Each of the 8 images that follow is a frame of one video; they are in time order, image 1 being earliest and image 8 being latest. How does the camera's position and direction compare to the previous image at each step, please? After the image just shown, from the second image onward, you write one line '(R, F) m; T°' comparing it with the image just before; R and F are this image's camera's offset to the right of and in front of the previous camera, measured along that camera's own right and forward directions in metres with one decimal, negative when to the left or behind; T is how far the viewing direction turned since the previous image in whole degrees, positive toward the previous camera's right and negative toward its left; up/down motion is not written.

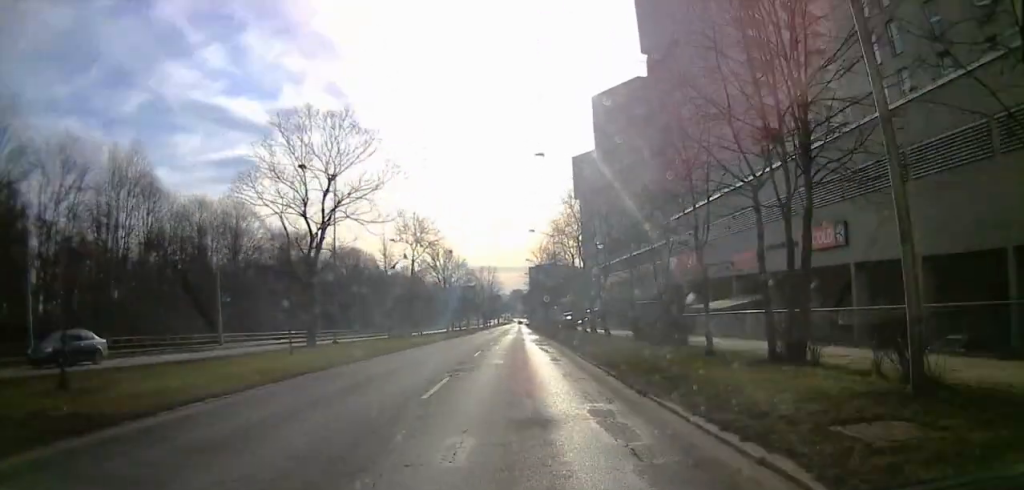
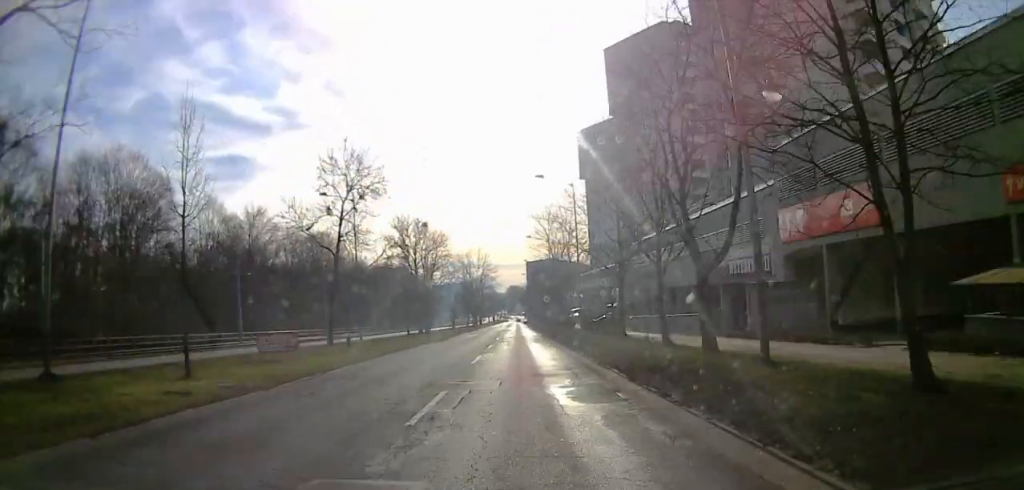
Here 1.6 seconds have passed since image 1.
(0.0, +27.0) m; 0°
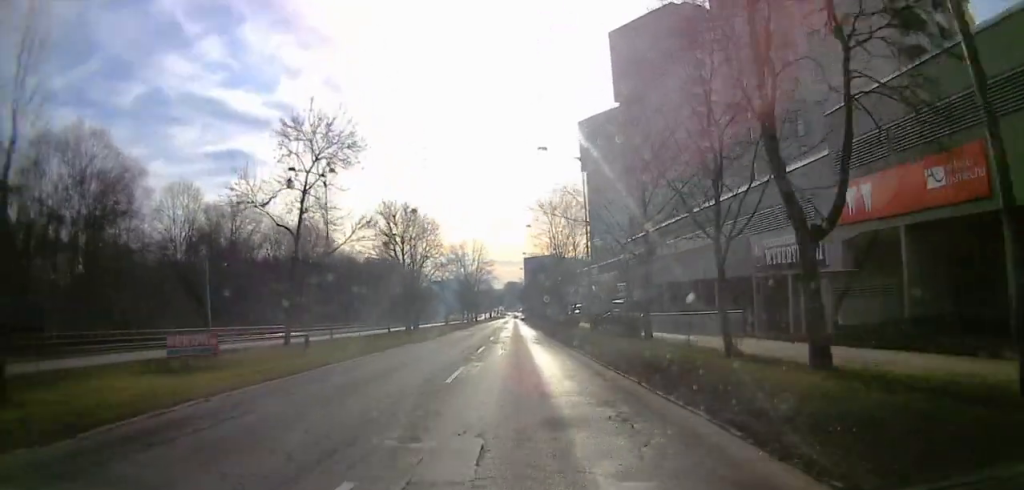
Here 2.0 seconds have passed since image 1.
(0.0, +7.0) m; -1°
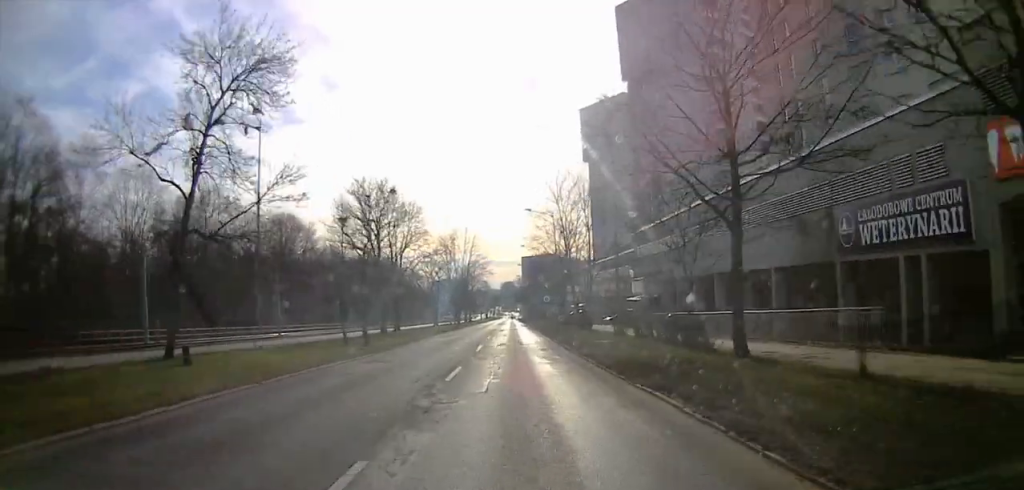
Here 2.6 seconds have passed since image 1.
(0.0, +11.1) m; -1°
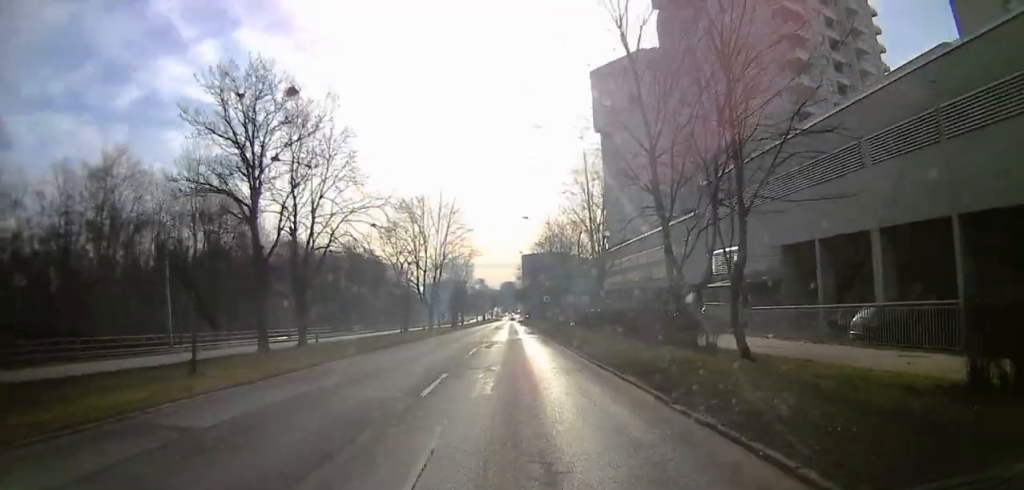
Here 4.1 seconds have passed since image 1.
(-0.1, +27.3) m; 0°
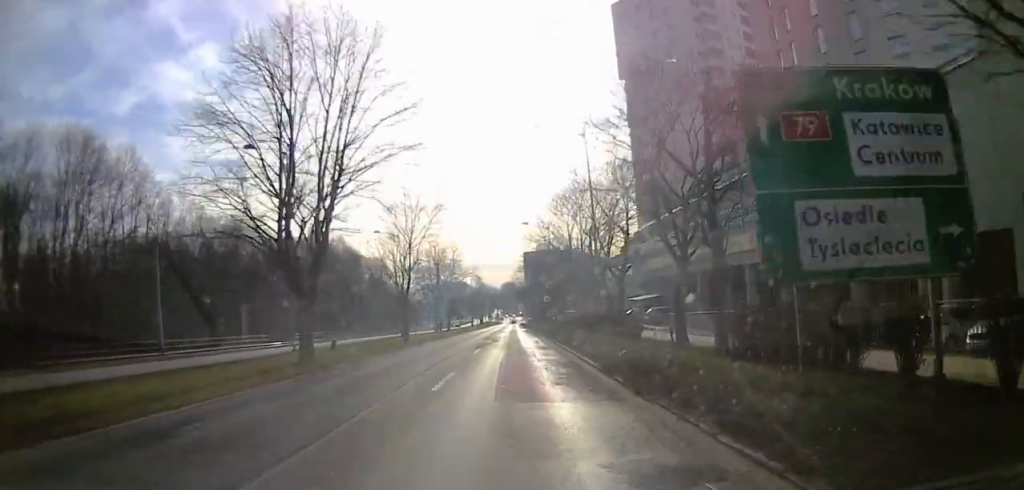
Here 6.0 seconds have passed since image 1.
(-0.9, +33.4) m; 0°
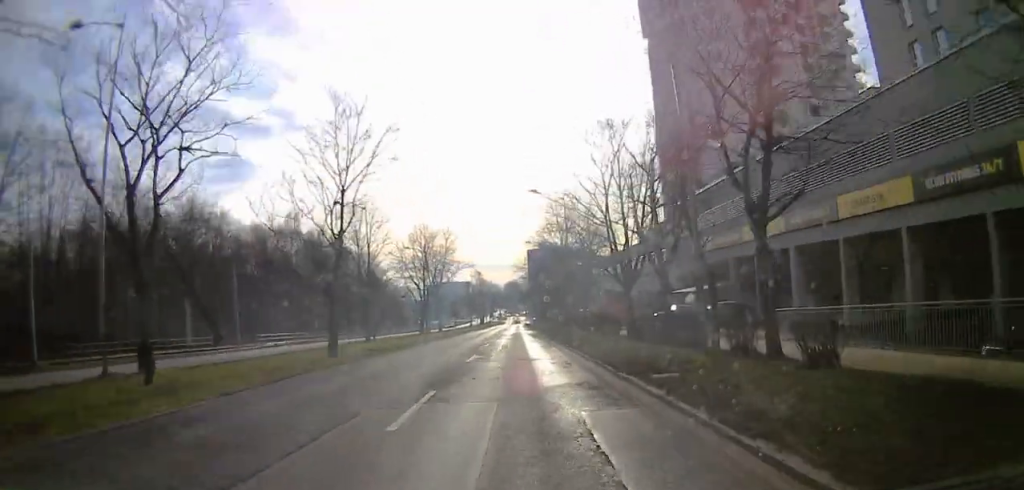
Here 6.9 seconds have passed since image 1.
(+0.5, +17.2) m; +3°
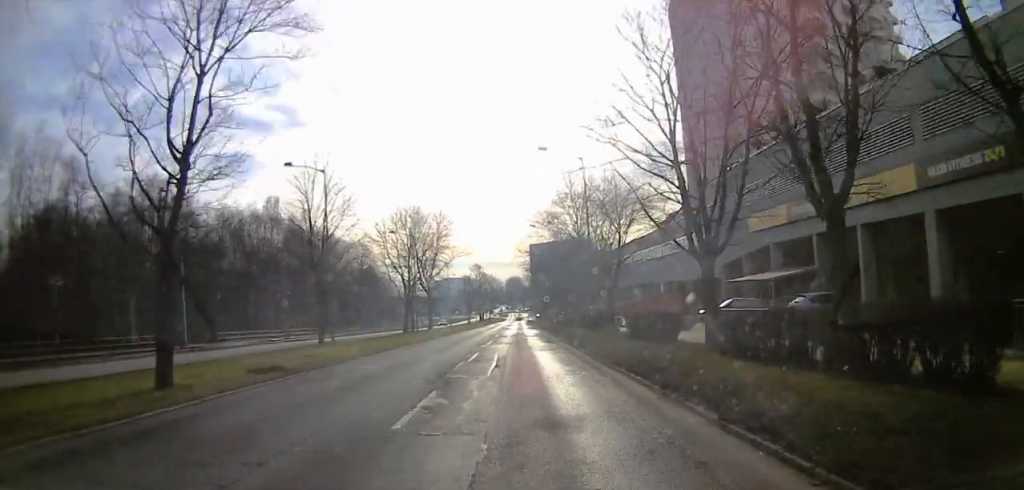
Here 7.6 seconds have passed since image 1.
(+0.4, +12.3) m; +2°
